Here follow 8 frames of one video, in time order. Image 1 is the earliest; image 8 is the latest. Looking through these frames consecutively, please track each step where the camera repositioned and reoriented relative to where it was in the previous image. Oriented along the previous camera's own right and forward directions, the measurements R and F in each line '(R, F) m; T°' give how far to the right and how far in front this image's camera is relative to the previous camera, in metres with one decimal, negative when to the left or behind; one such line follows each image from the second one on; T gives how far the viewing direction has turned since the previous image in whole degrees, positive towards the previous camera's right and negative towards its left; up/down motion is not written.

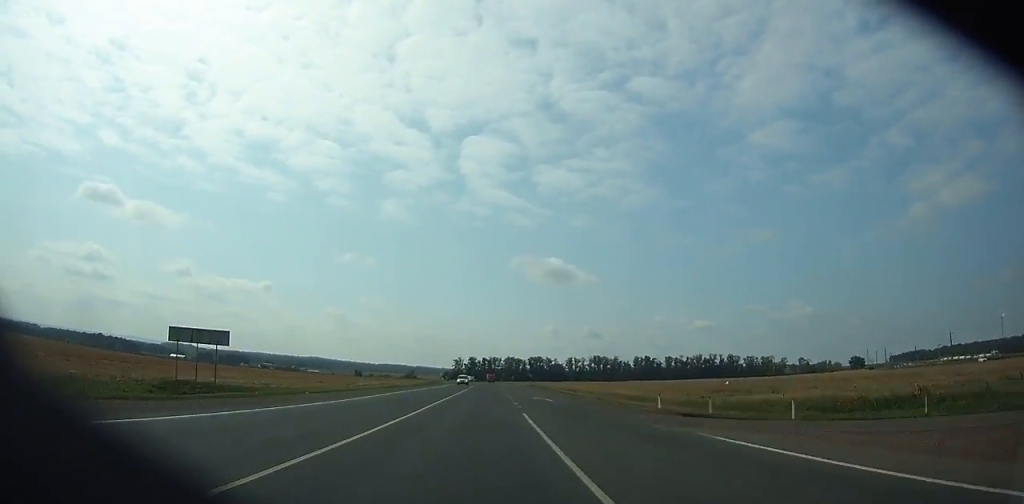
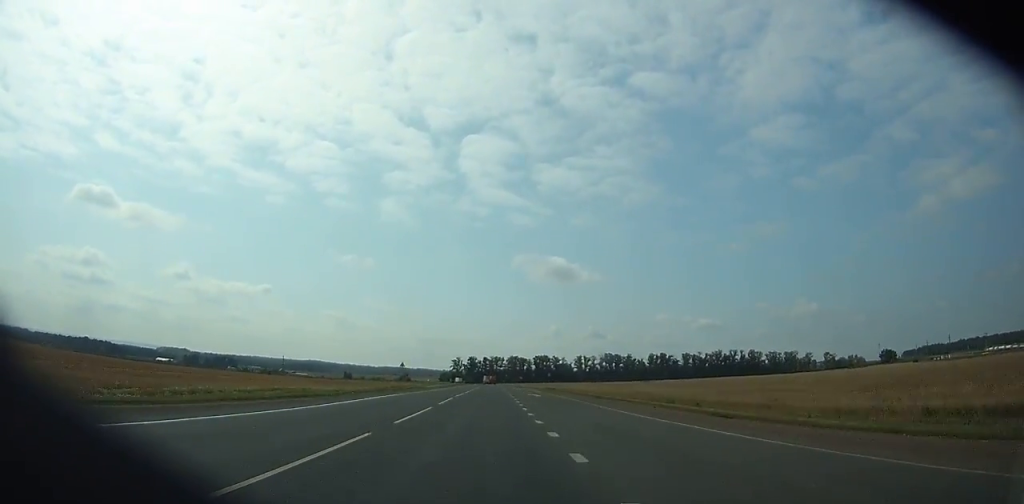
(0.0, +52.4) m; 0°
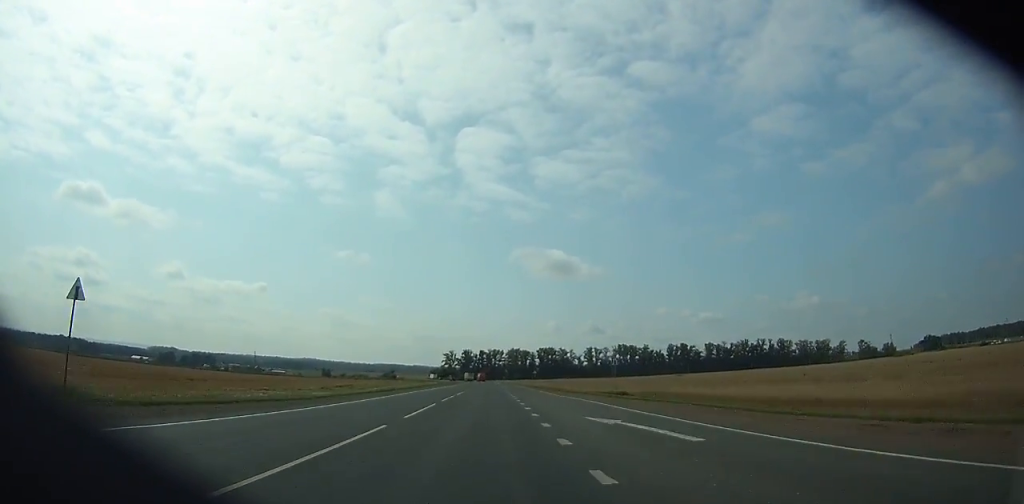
(0.0, +69.2) m; 0°
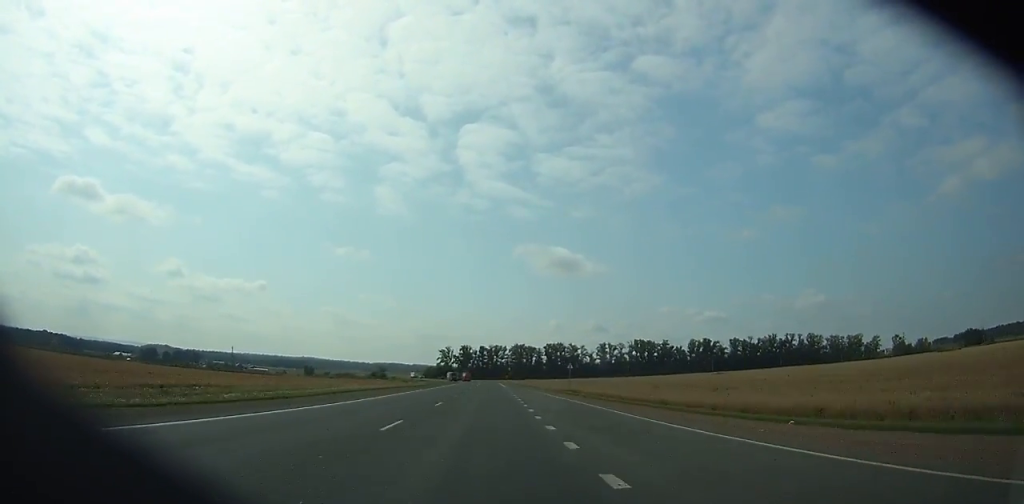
(+0.1, +52.4) m; 0°
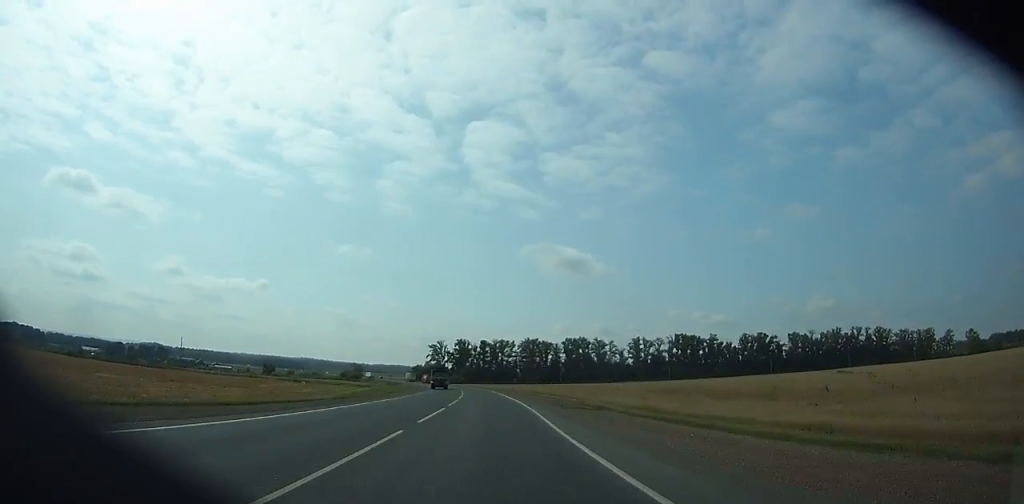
(-0.6, +90.4) m; -1°
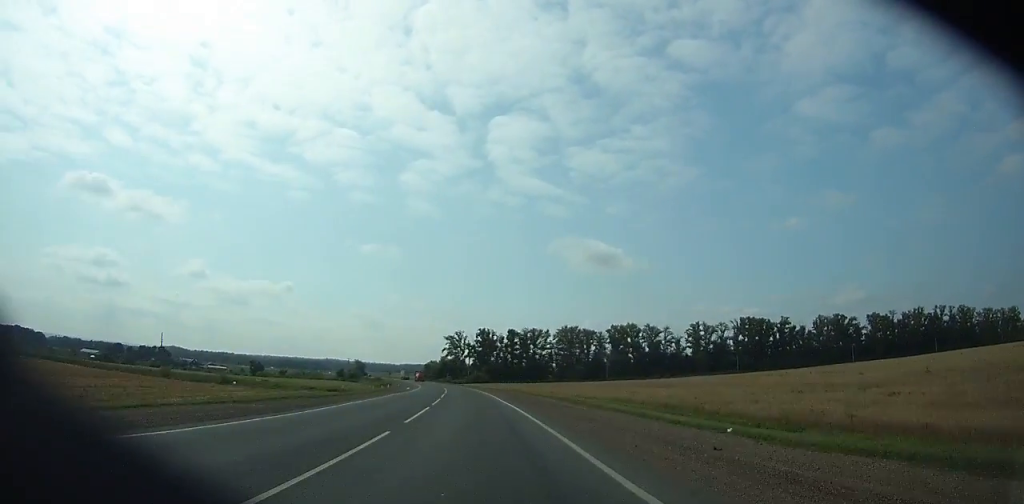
(+0.1, +62.0) m; -2°
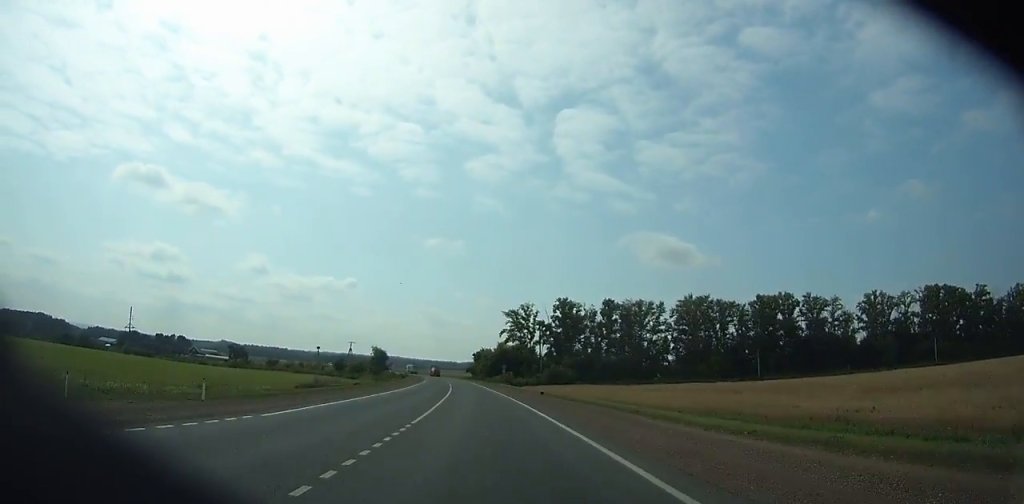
(-5.6, +96.4) m; -6°
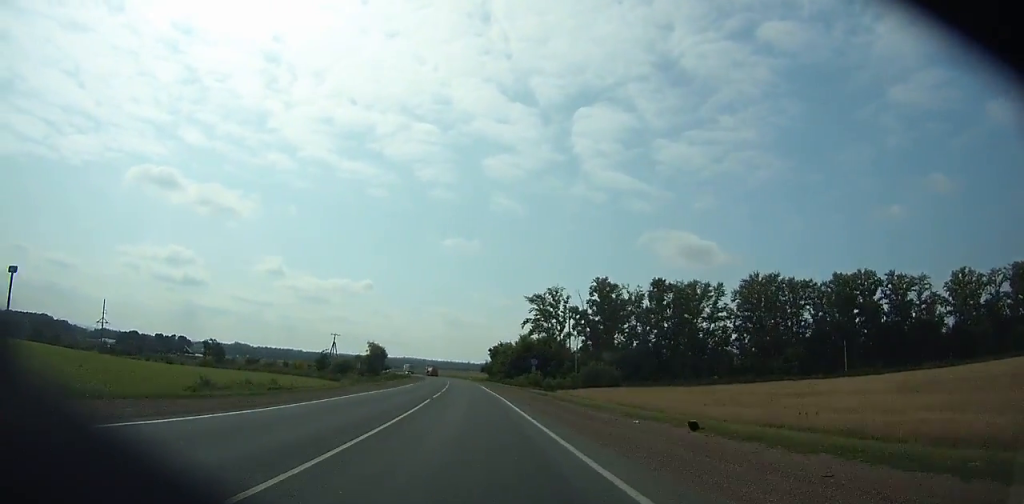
(-0.5, +34.3) m; -2°
